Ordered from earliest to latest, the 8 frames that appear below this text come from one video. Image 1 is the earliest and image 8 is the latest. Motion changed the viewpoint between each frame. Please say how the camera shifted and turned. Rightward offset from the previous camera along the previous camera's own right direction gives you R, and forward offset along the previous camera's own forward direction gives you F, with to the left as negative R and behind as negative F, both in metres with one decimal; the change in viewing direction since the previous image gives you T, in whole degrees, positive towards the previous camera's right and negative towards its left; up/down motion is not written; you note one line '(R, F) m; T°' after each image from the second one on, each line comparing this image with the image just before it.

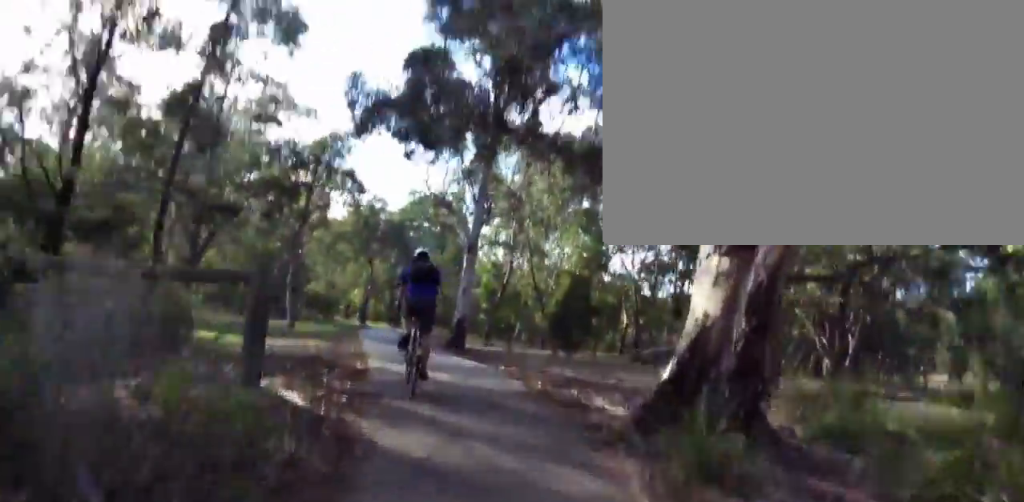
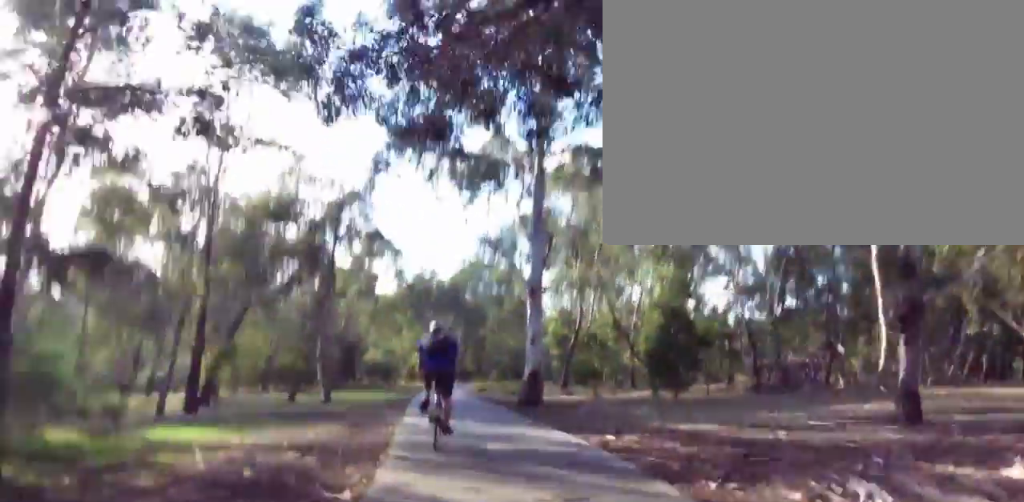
(-0.4, +5.2) m; -6°
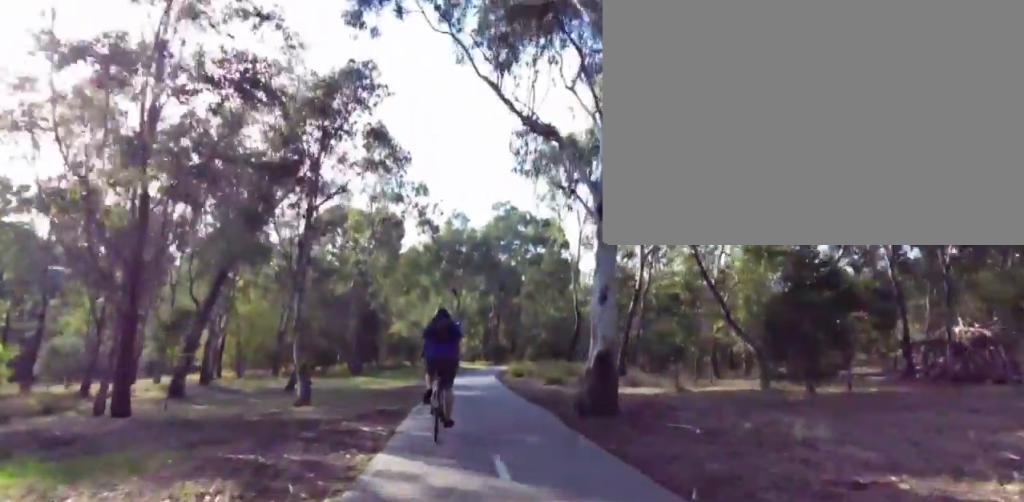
(0.0, +6.1) m; -6°
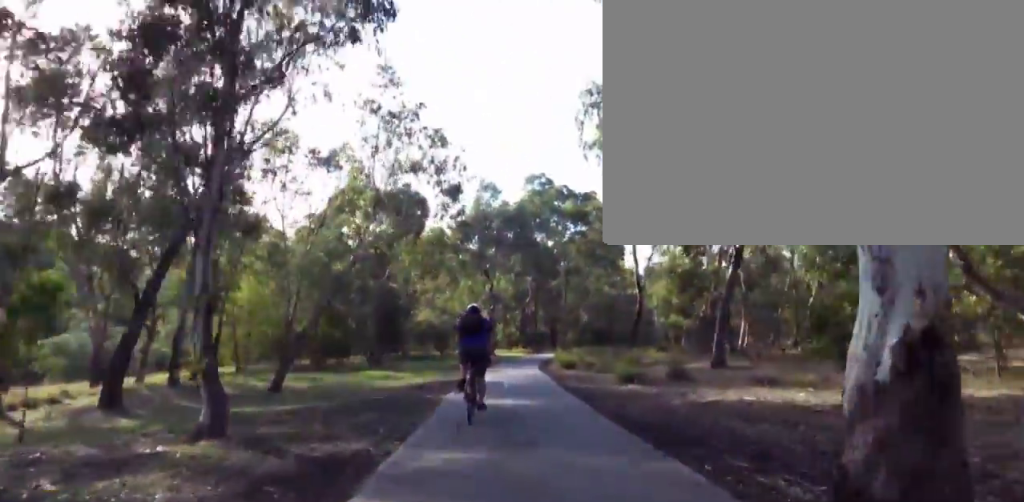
(-0.7, +6.7) m; -1°
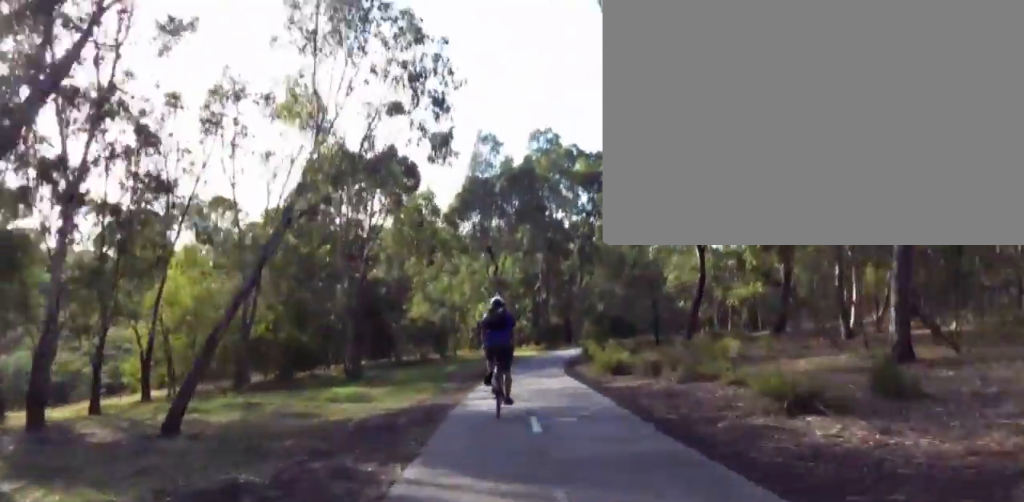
(+0.5, +7.6) m; +3°
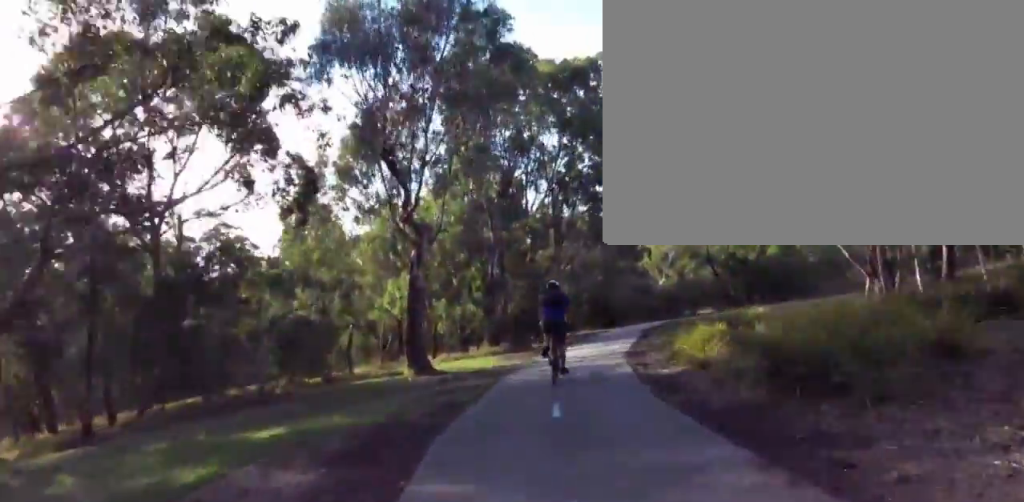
(0.0, +19.8) m; +8°
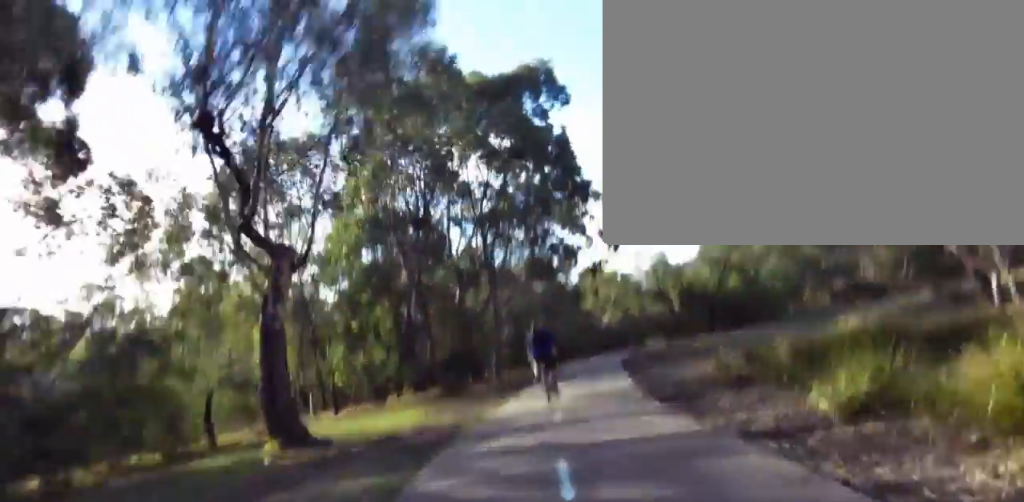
(+0.9, +7.2) m; +3°
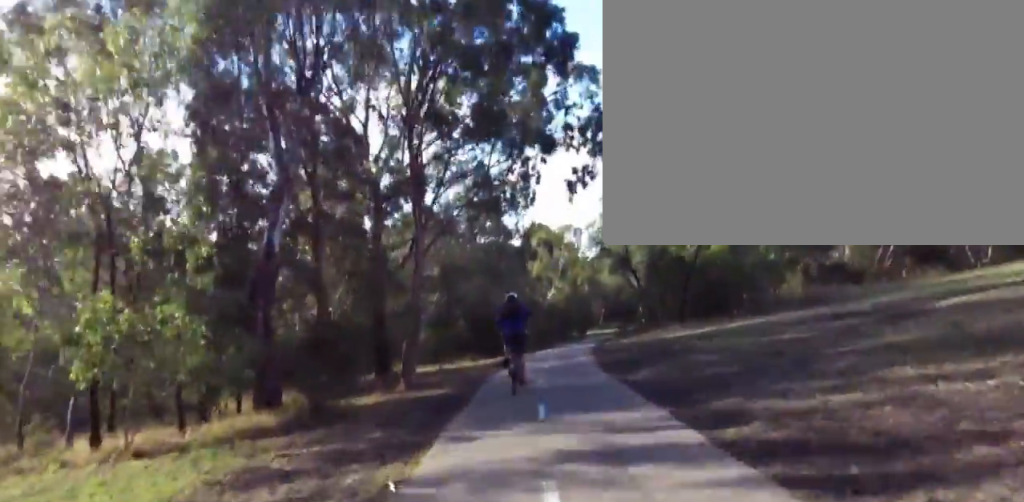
(-0.4, +8.3) m; +6°
